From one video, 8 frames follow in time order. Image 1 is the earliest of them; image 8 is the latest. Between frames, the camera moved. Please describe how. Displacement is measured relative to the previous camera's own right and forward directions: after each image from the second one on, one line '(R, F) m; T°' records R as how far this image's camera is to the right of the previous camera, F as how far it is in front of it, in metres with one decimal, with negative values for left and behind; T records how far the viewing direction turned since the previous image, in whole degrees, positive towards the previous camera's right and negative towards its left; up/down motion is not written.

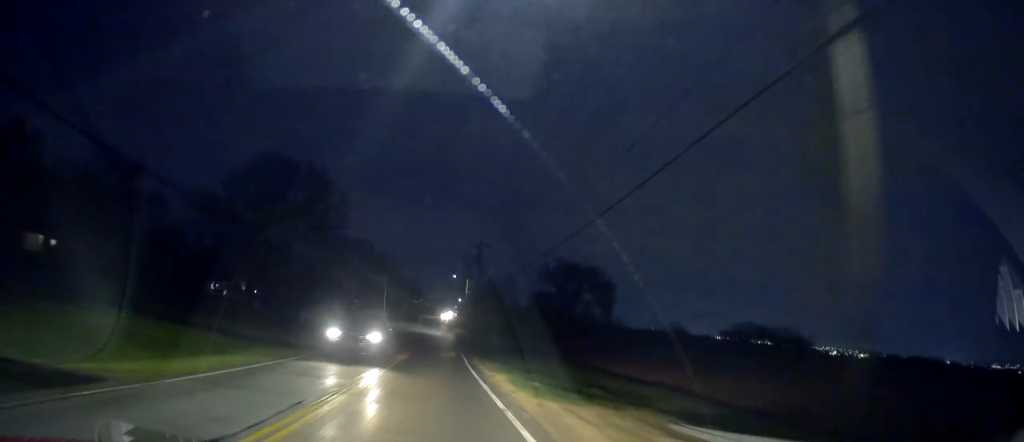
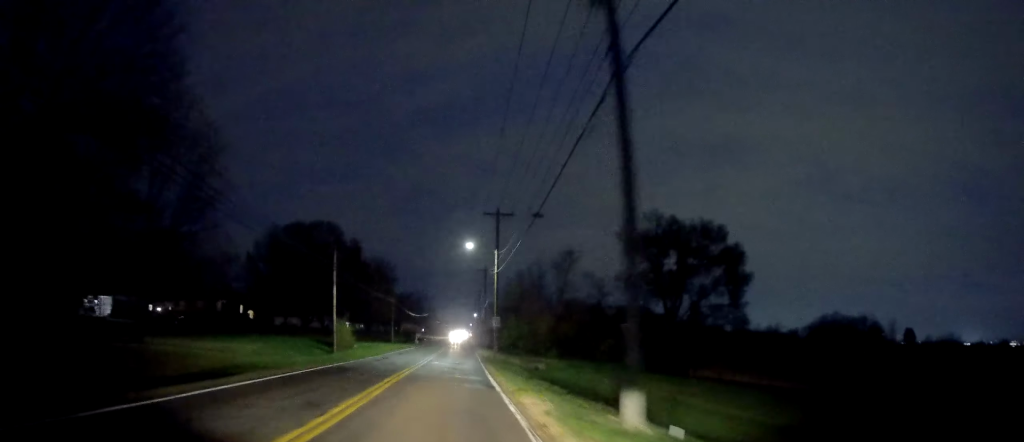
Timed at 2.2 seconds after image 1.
(-2.7, +46.8) m; -4°
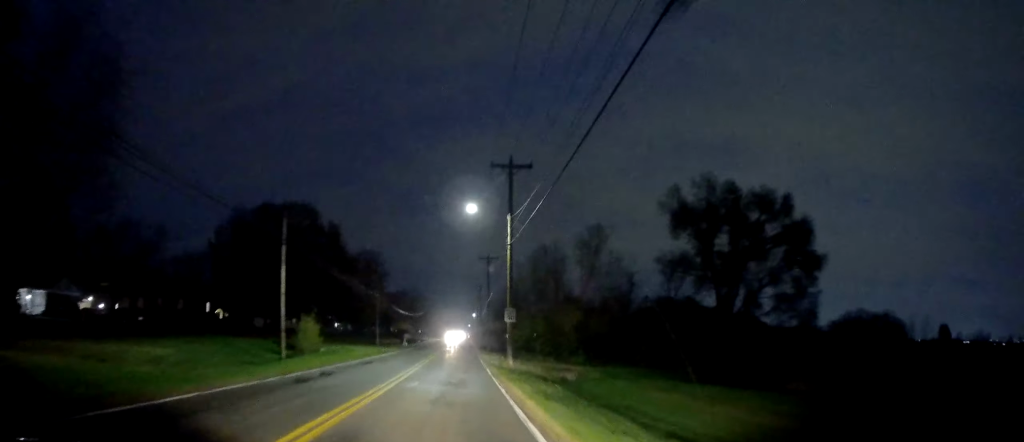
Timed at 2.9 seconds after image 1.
(+0.2, +14.0) m; -1°
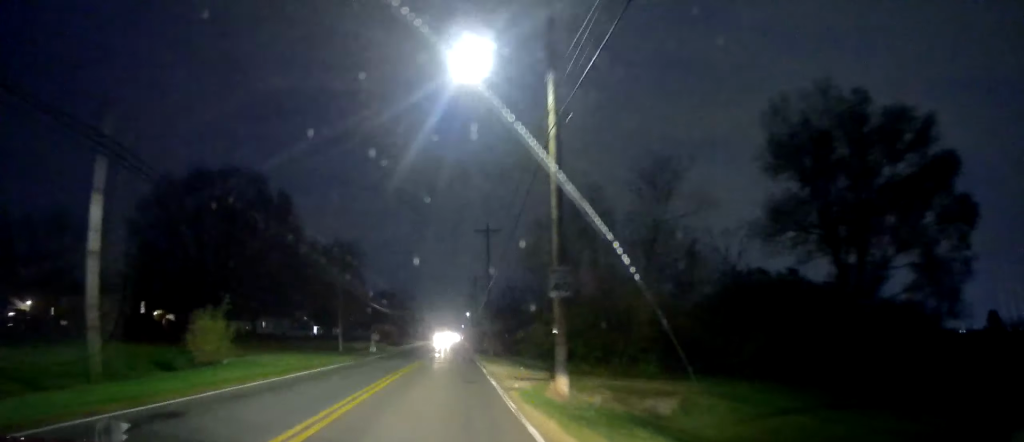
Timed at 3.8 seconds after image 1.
(-0.5, +18.7) m; -1°
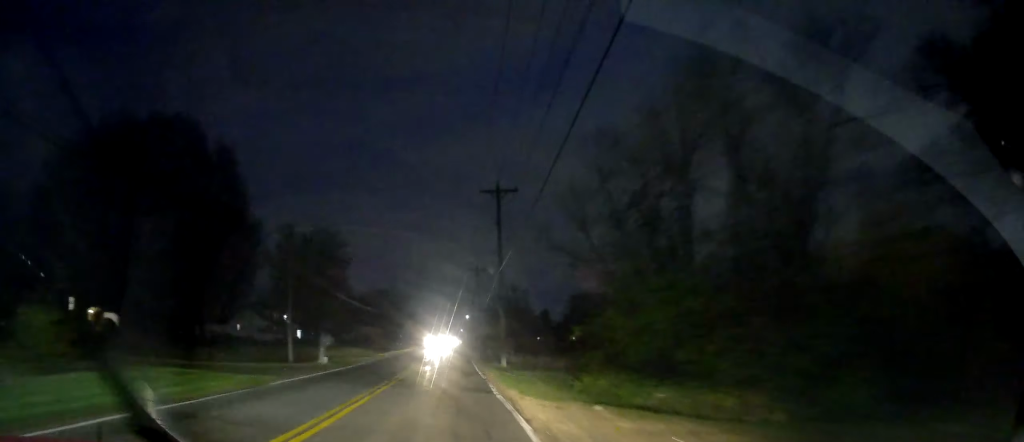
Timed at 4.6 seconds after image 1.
(0.0, +15.7) m; 0°
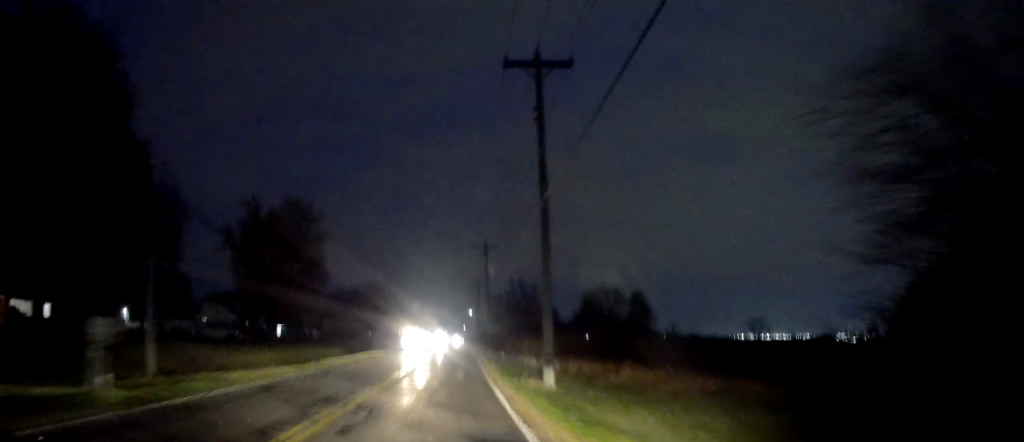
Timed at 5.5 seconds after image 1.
(+0.2, +18.2) m; +1°
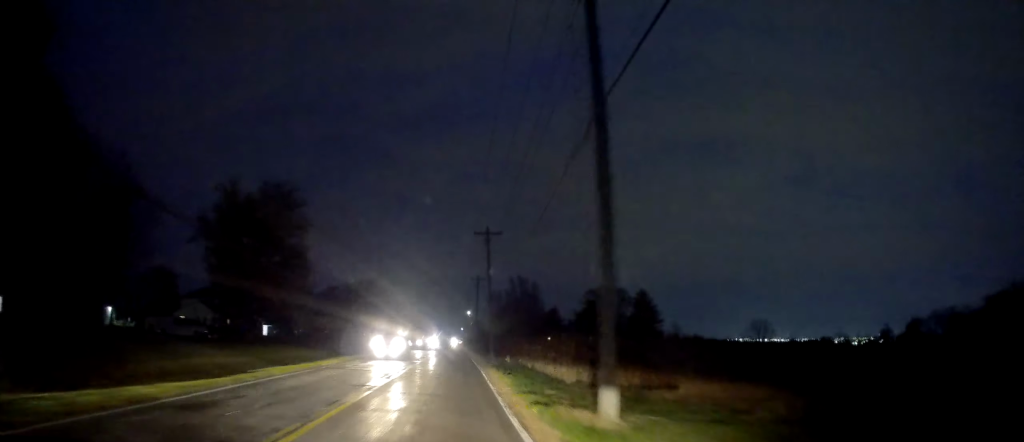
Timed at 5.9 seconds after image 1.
(0.0, +8.1) m; 0°
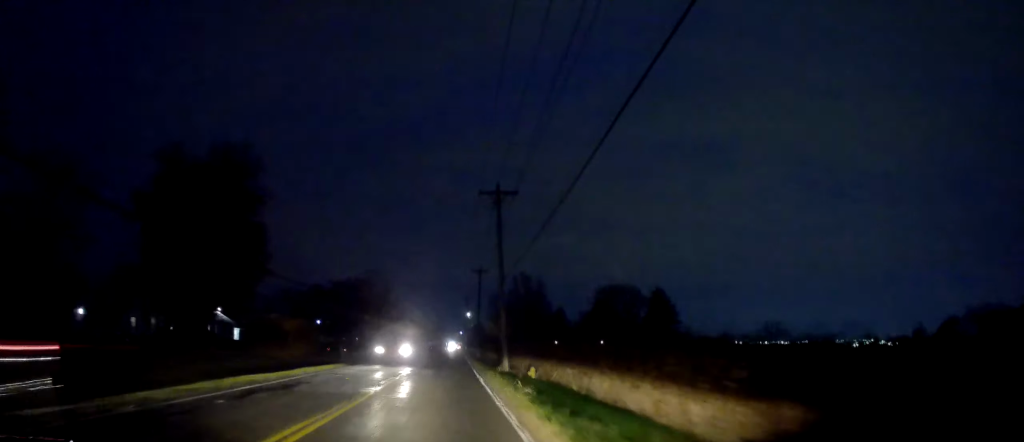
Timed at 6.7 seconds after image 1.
(+0.2, +15.9) m; -1°
